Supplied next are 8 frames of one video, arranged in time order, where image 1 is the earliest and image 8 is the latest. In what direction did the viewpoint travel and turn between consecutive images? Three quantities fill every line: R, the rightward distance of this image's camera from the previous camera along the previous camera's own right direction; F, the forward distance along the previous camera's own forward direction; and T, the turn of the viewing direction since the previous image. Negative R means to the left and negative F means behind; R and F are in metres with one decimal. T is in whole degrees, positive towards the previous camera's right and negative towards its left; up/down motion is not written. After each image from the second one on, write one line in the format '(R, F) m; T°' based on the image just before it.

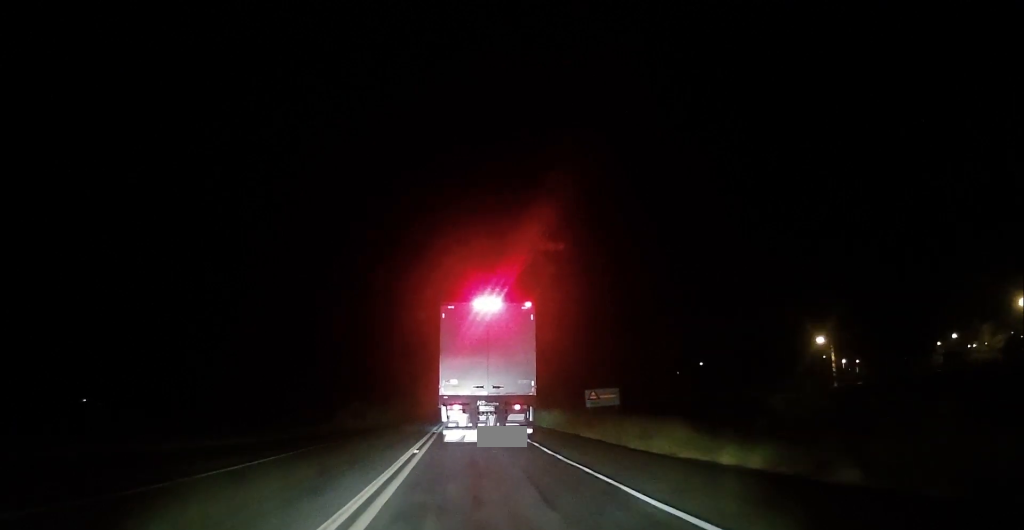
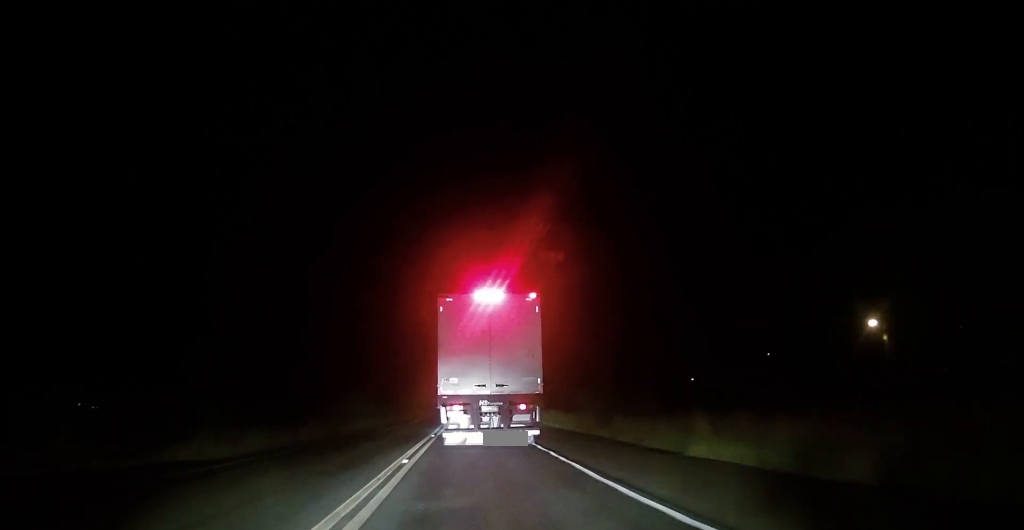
(+1.1, +44.6) m; +2°
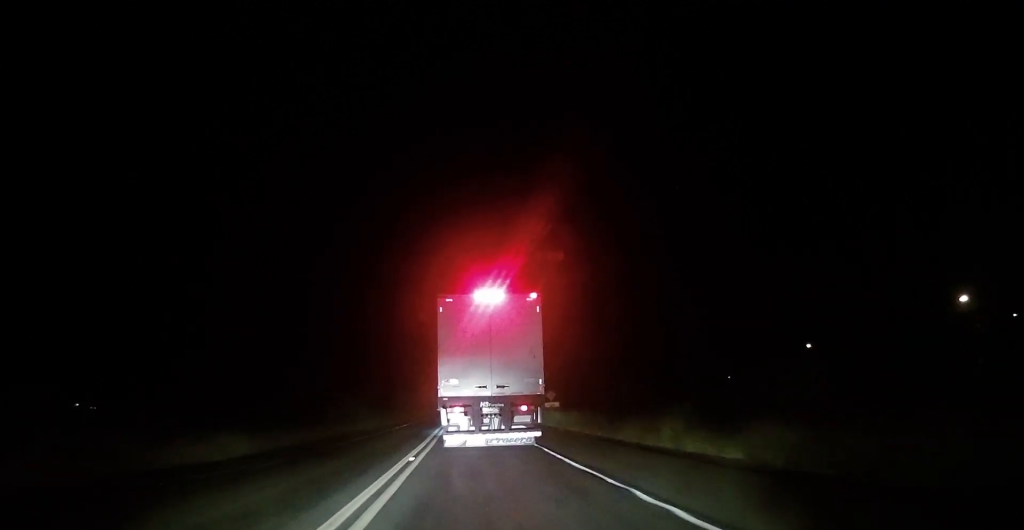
(0.0, +12.8) m; 0°
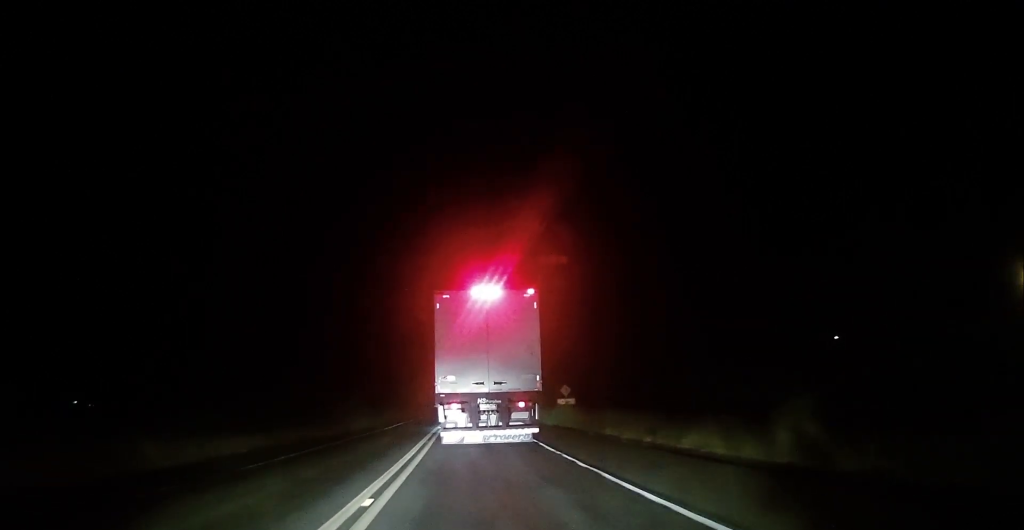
(0.0, +7.8) m; 0°
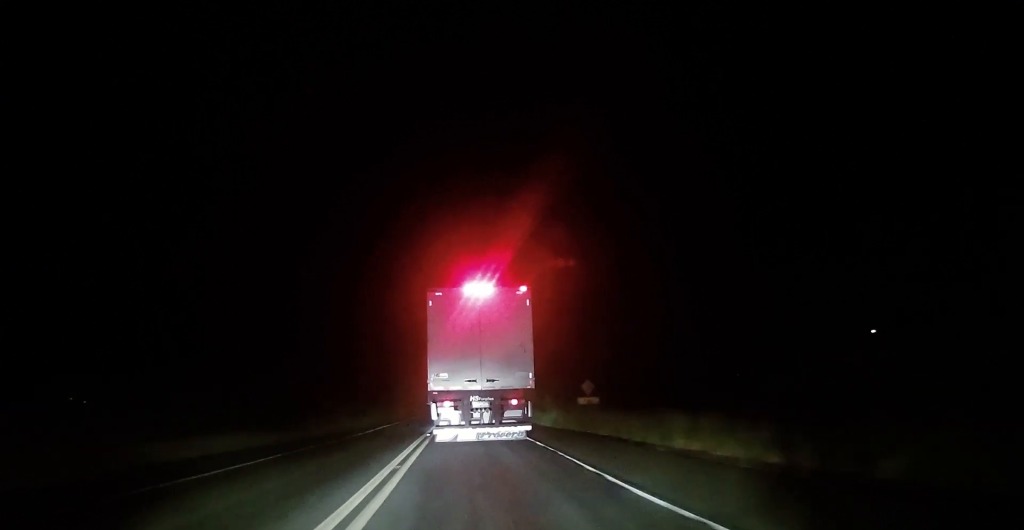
(0.0, +9.4) m; 0°
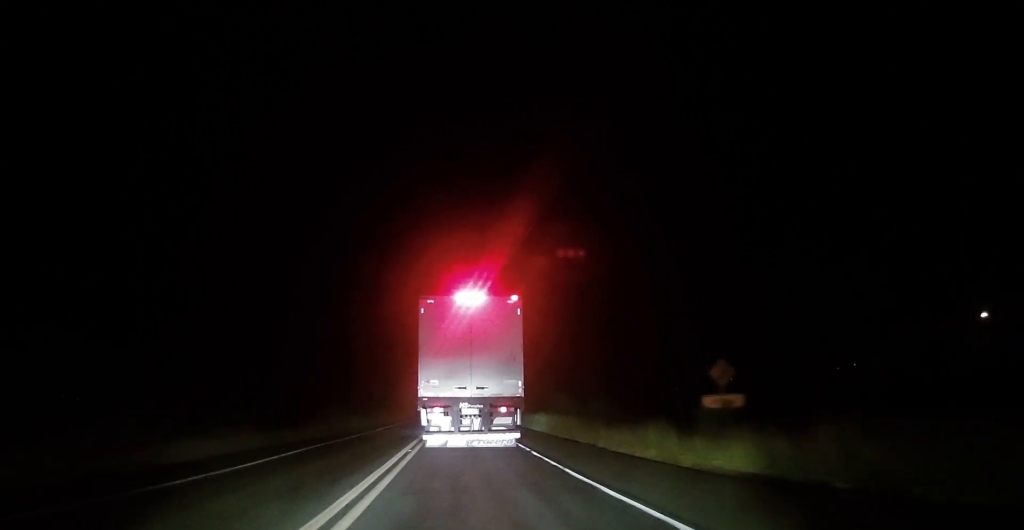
(0.0, +20.4) m; 0°
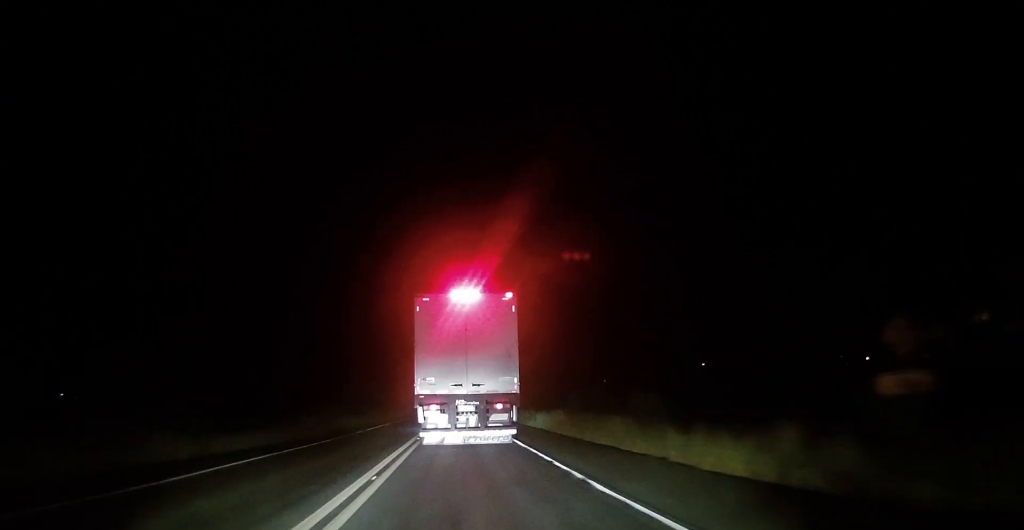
(0.0, +8.2) m; 0°
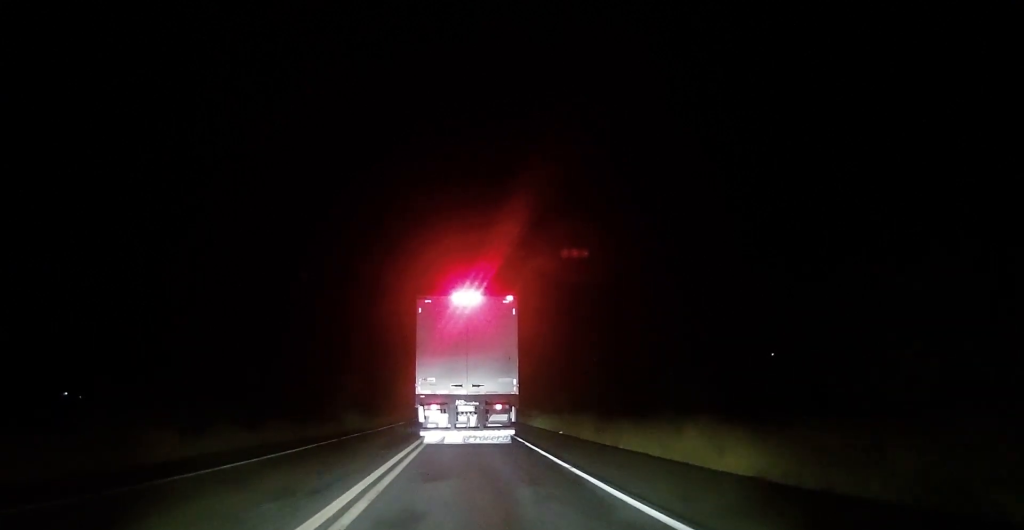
(0.0, +20.2) m; -1°
